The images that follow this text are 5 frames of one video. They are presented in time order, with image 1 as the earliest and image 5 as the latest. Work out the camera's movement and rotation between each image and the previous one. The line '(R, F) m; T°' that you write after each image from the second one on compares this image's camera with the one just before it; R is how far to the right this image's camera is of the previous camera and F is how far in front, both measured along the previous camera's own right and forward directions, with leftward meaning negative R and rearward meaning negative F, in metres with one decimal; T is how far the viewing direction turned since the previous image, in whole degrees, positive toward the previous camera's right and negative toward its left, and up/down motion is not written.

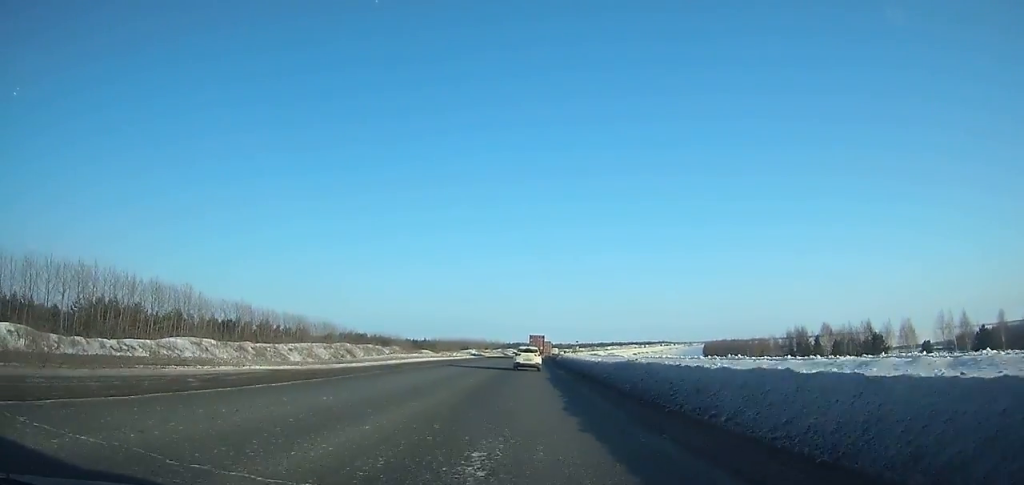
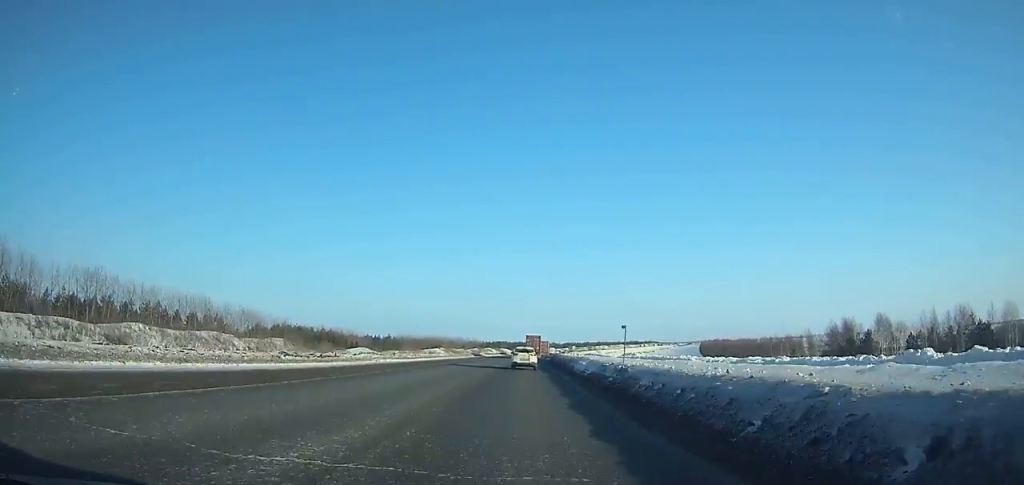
(+0.9, +48.5) m; +2°
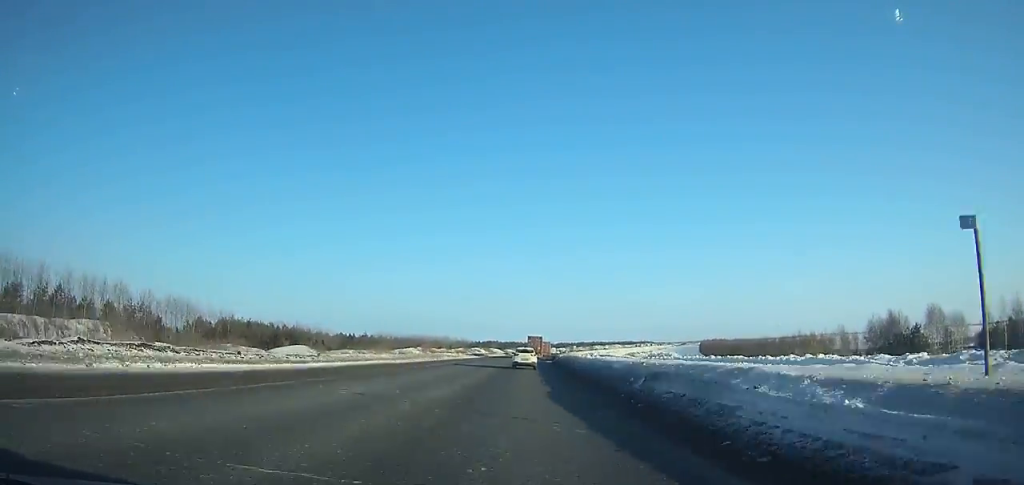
(+0.1, +29.6) m; +1°
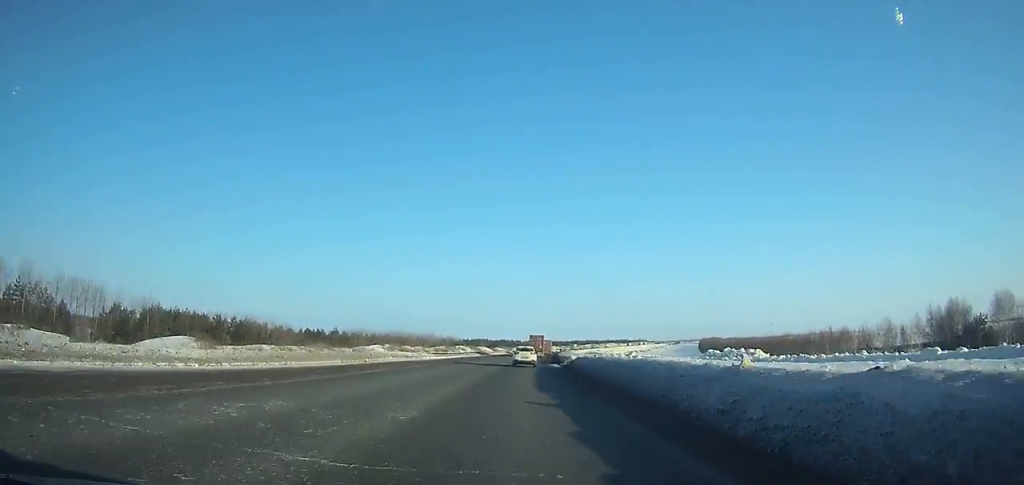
(+0.3, +29.7) m; +1°
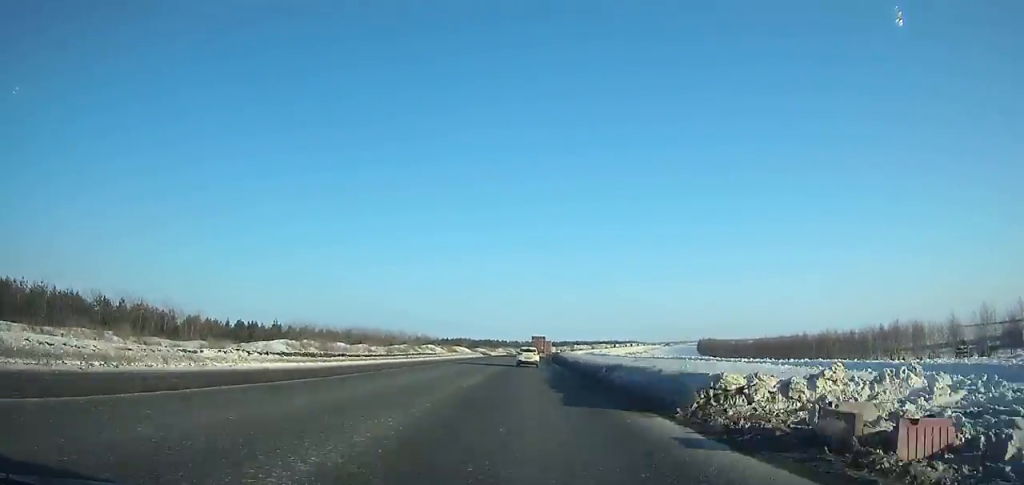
(+0.3, +44.8) m; +1°
